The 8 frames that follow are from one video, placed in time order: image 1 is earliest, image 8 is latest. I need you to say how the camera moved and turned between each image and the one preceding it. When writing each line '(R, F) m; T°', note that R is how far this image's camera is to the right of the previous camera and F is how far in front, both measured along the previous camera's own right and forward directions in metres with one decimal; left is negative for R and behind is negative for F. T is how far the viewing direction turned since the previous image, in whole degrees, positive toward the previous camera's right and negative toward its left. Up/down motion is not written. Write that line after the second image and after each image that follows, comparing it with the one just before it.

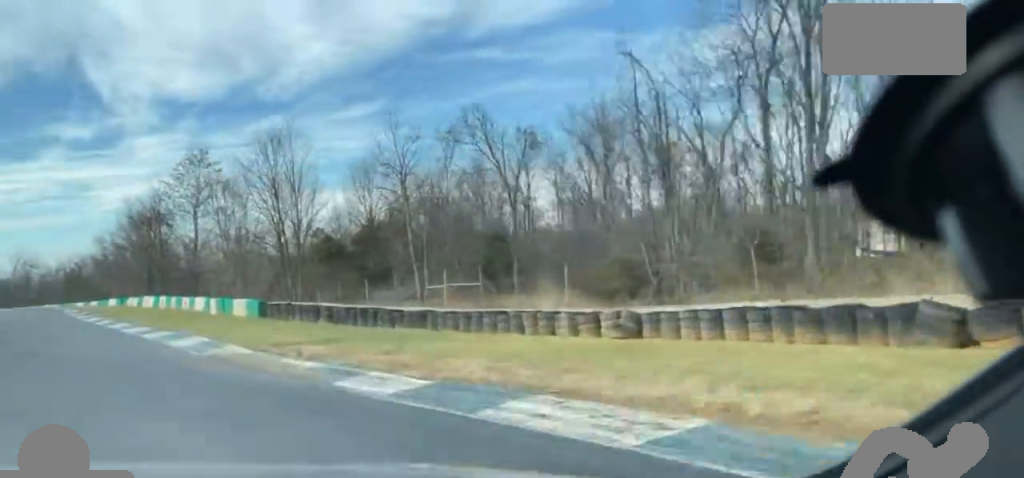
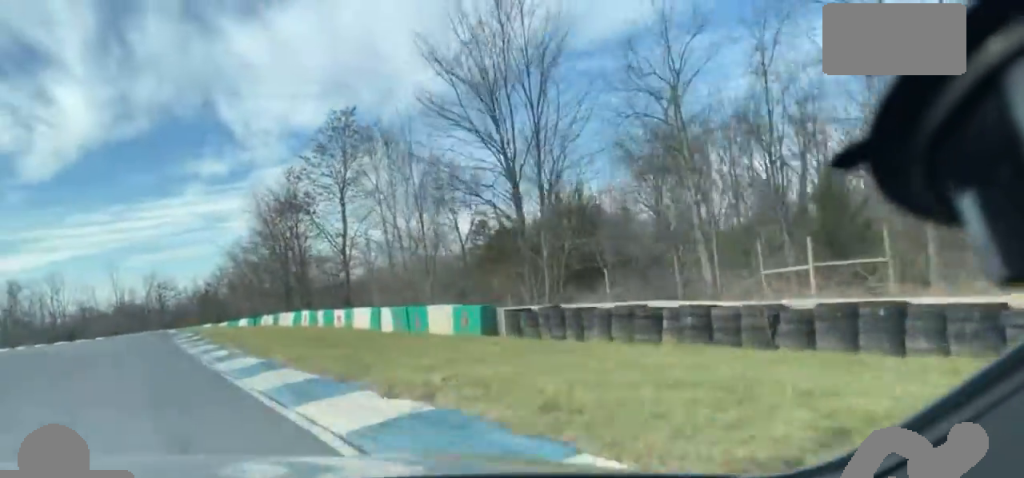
(-1.9, +22.9) m; -8°
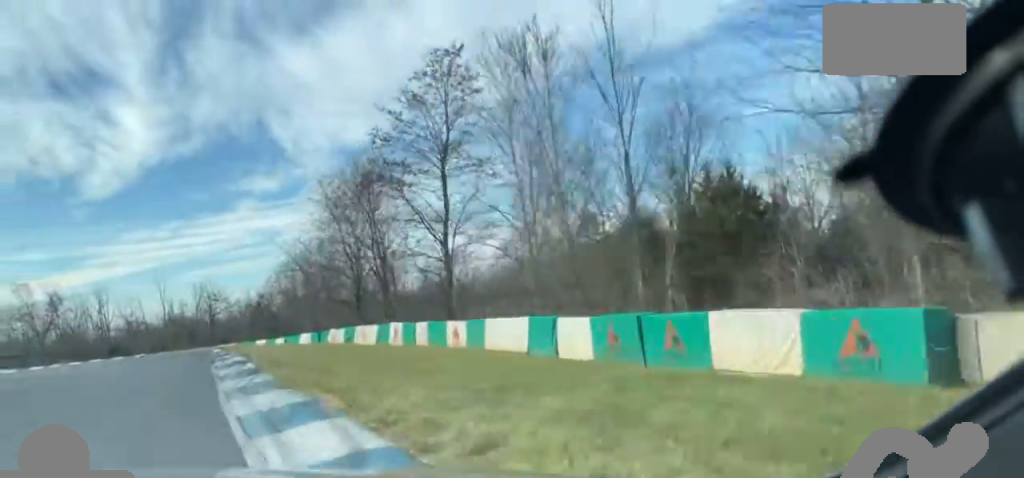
(-0.2, +14.6) m; -3°
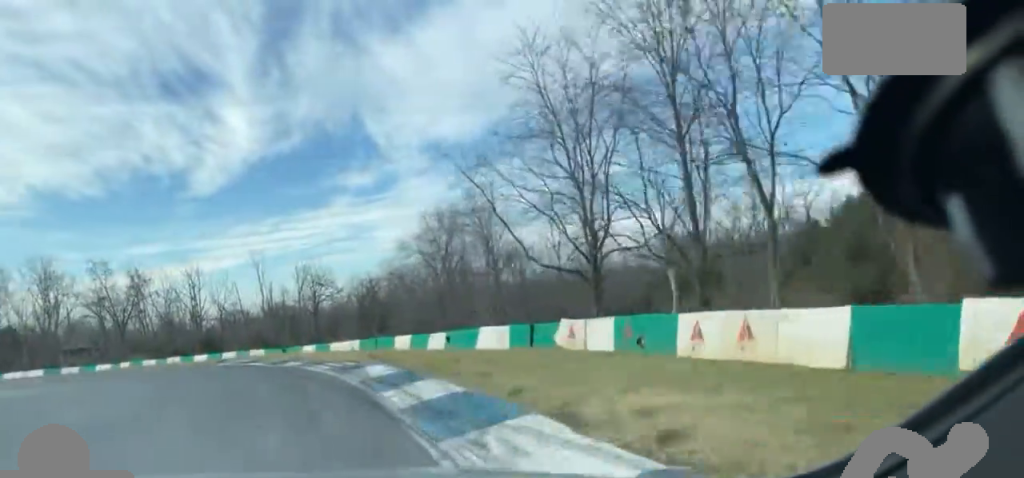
(-1.2, +26.6) m; -6°
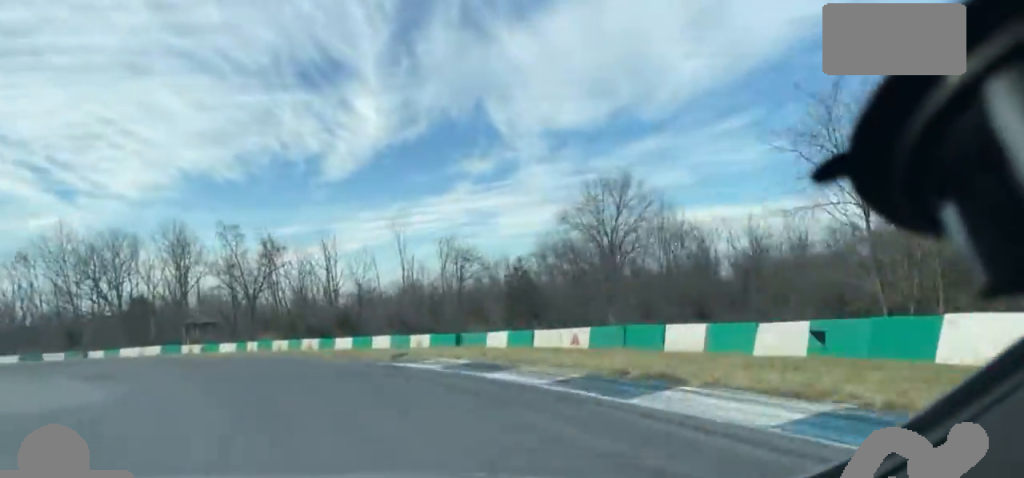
(-1.0, +18.4) m; -8°
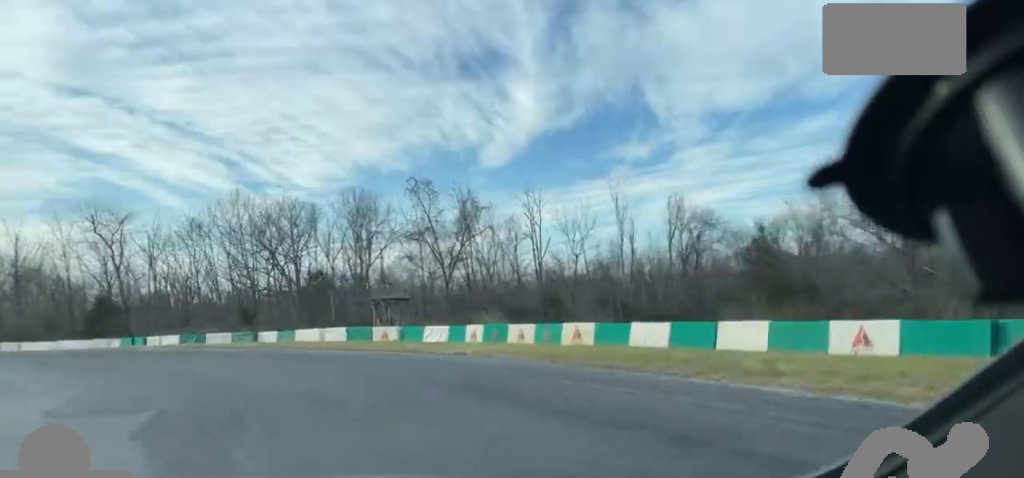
(-1.4, +21.3) m; -11°
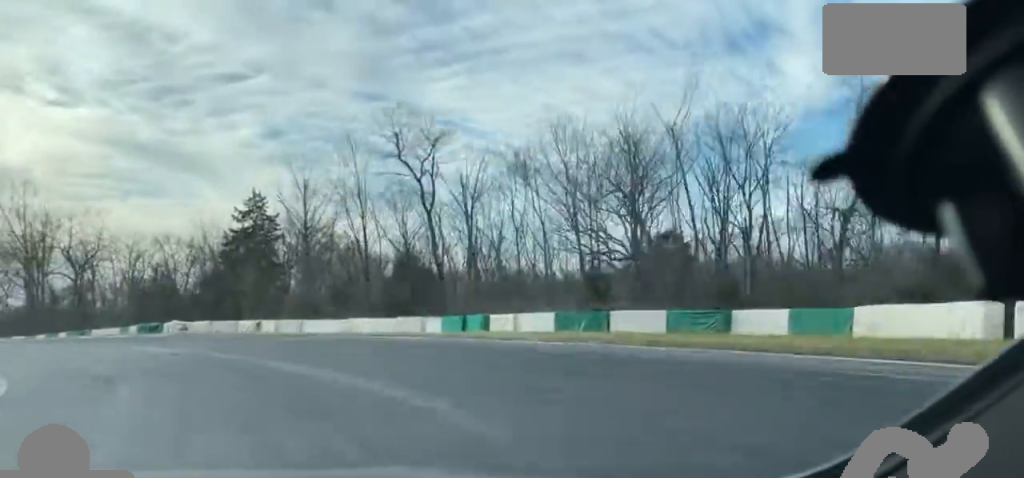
(-5.3, +32.0) m; -17°
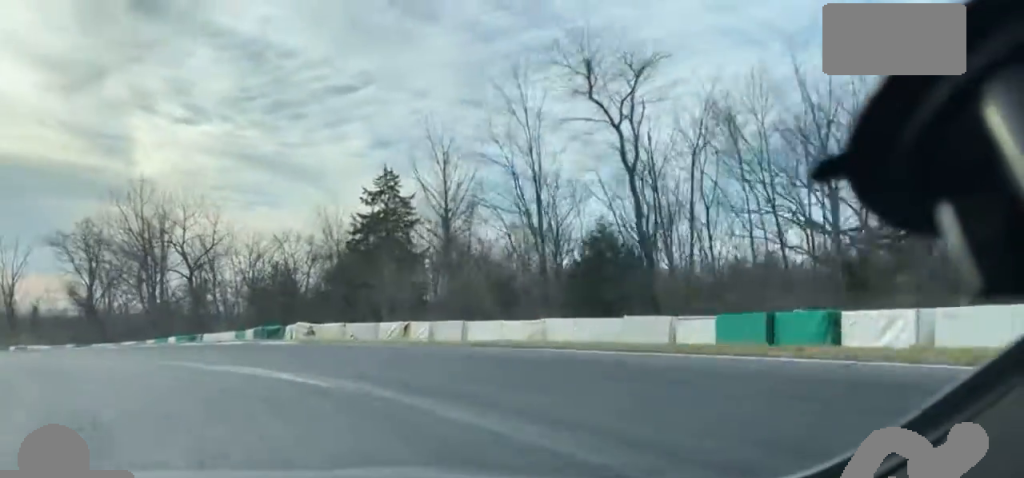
(-0.2, +14.7) m; -7°
